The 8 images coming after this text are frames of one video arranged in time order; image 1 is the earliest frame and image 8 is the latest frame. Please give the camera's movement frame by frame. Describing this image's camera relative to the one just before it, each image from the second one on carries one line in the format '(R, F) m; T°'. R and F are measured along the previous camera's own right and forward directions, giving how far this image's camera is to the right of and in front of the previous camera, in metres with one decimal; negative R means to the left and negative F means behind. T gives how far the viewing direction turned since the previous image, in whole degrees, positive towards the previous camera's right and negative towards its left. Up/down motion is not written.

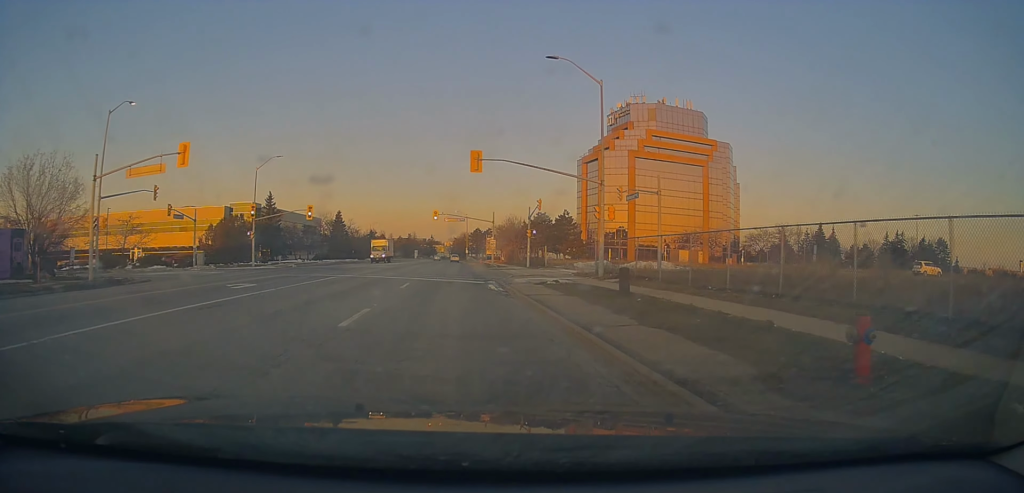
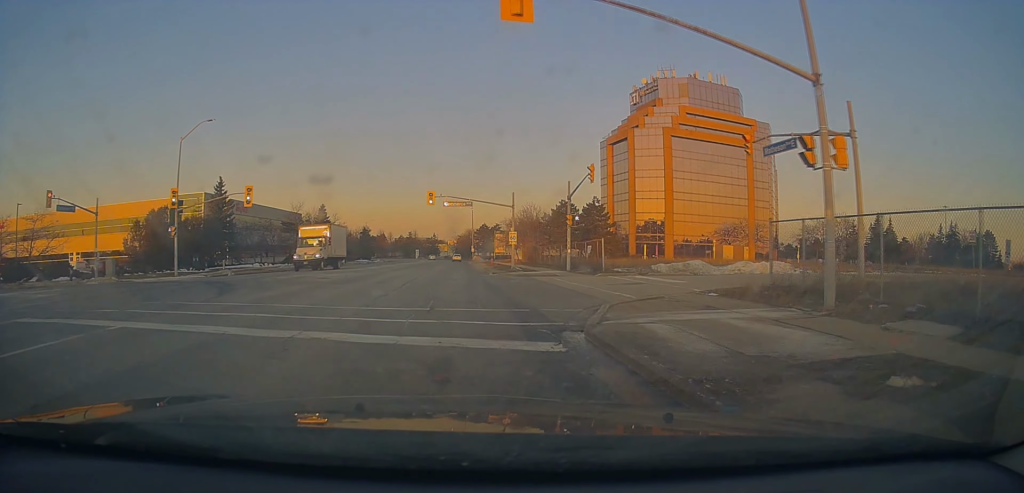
(+0.2, +18.8) m; +1°
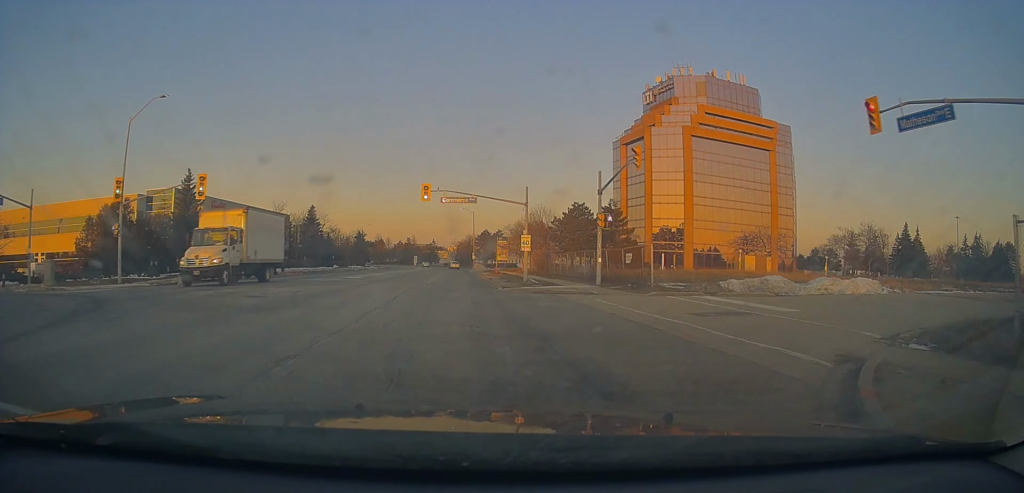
(+0.4, +8.4) m; -1°
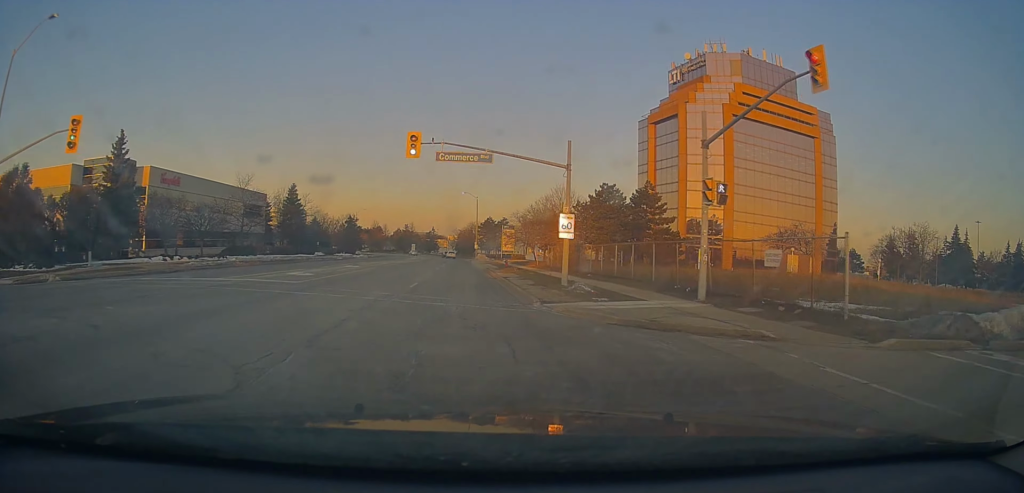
(-0.4, +13.3) m; -2°
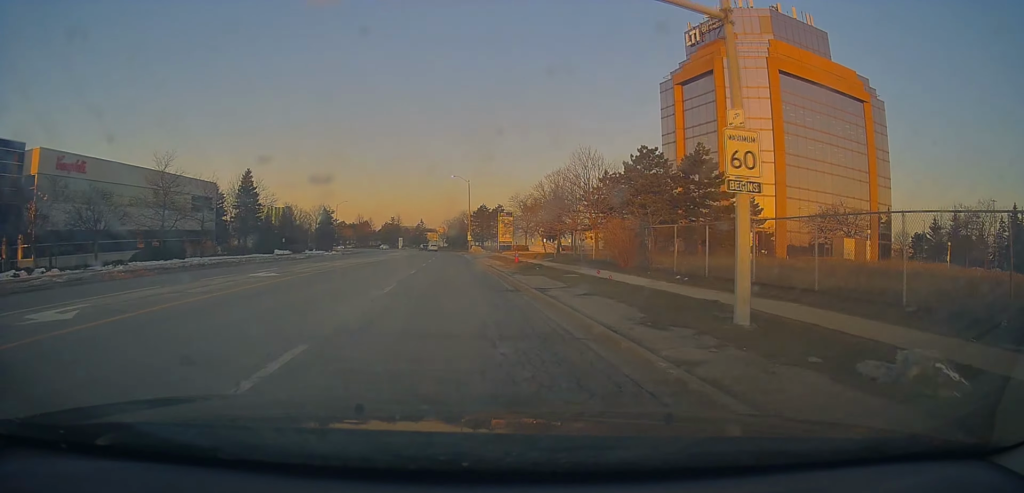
(-0.3, +15.9) m; 0°
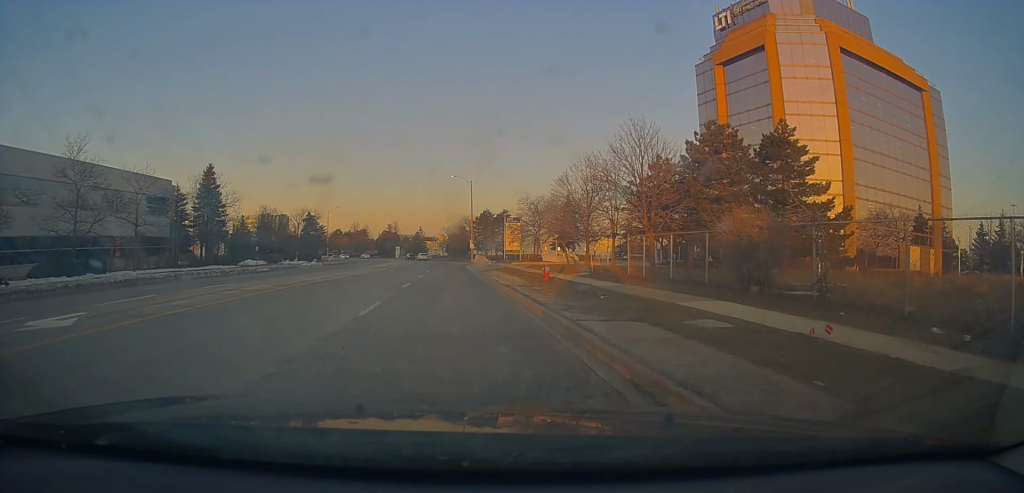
(+0.2, +12.4) m; +1°
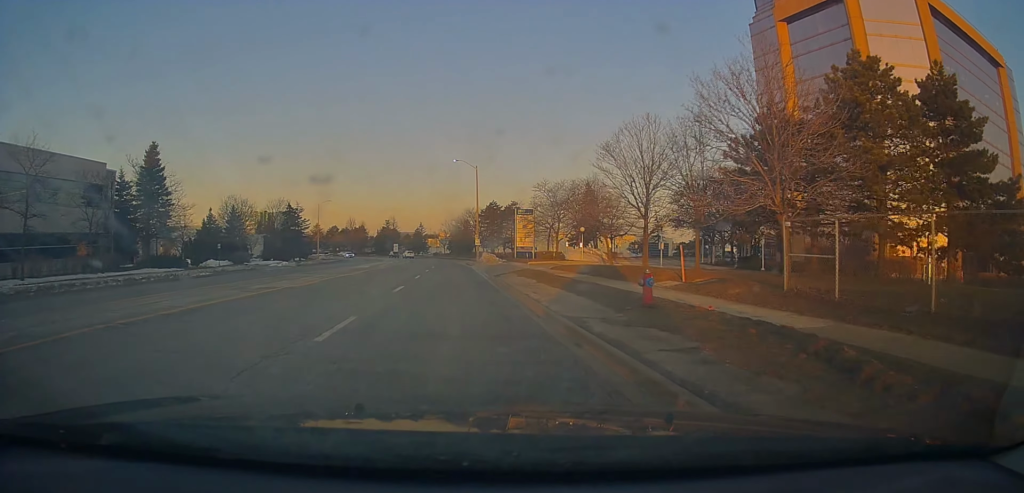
(-0.1, +13.3) m; 0°
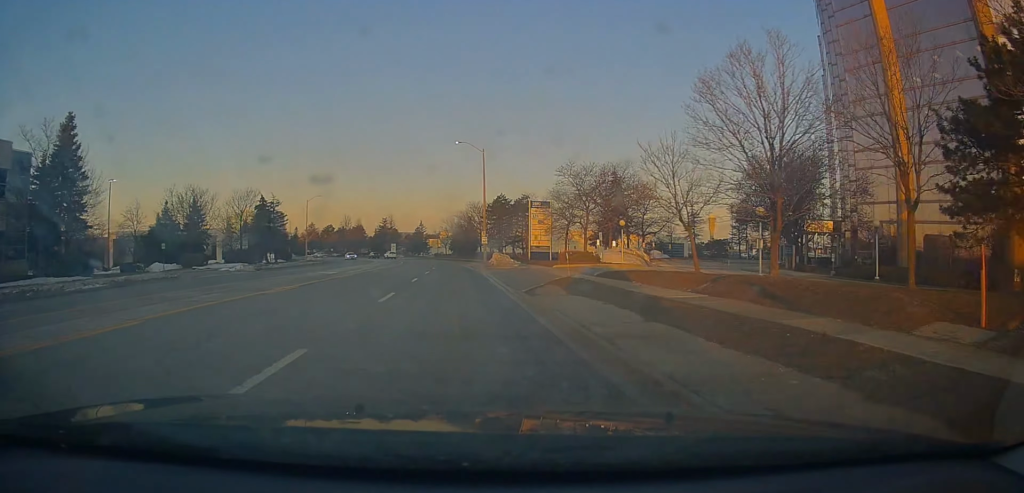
(0.0, +13.3) m; 0°
